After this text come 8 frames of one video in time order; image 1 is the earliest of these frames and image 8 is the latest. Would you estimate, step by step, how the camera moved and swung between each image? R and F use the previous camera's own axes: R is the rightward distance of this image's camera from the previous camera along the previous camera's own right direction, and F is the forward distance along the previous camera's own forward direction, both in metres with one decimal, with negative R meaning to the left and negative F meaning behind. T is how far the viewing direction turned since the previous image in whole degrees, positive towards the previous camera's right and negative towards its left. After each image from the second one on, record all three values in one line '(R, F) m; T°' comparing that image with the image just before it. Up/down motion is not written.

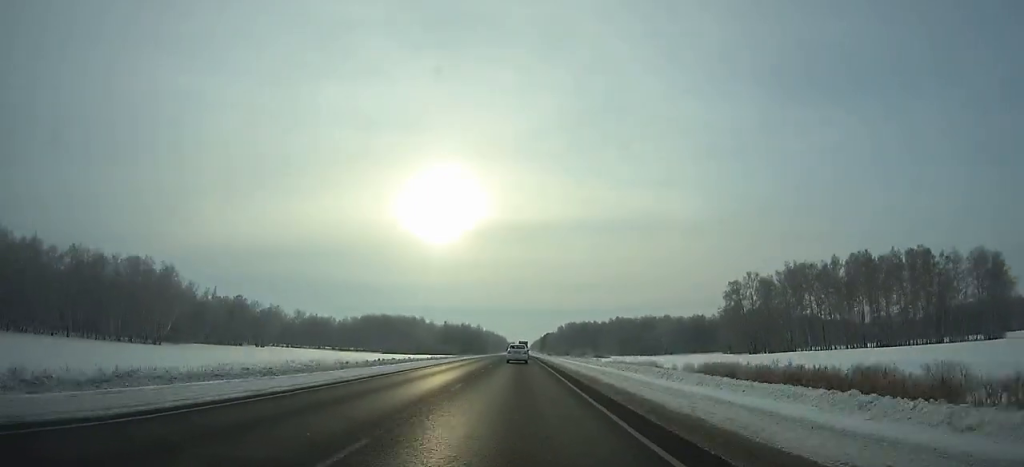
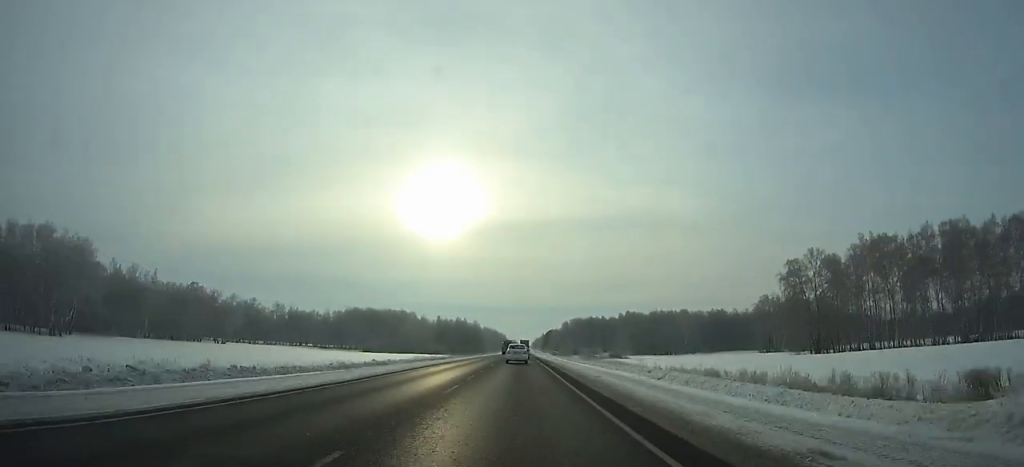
(0.0, +36.8) m; 0°
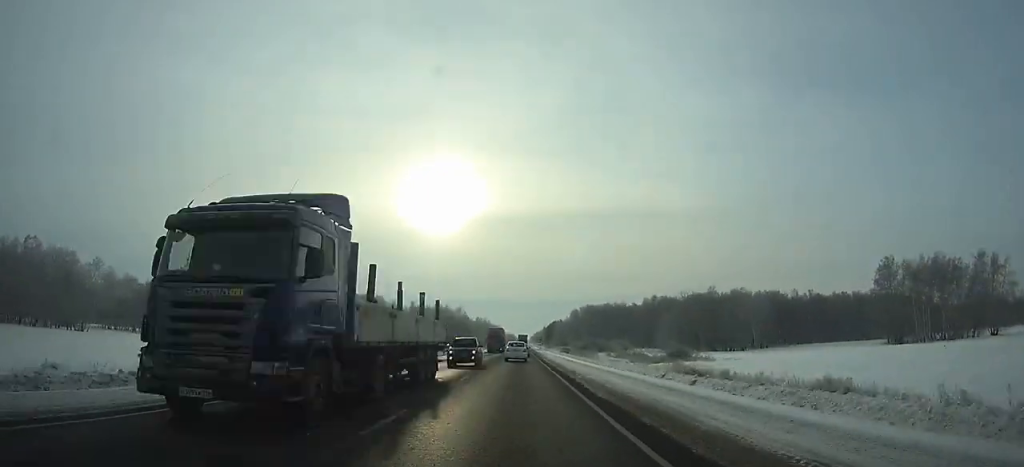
(-0.1, +78.9) m; 0°
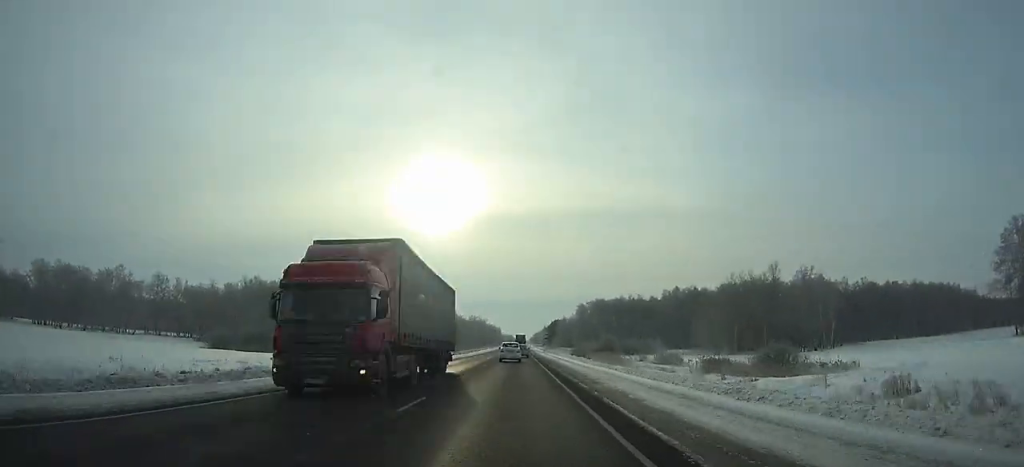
(0.0, +44.7) m; 0°
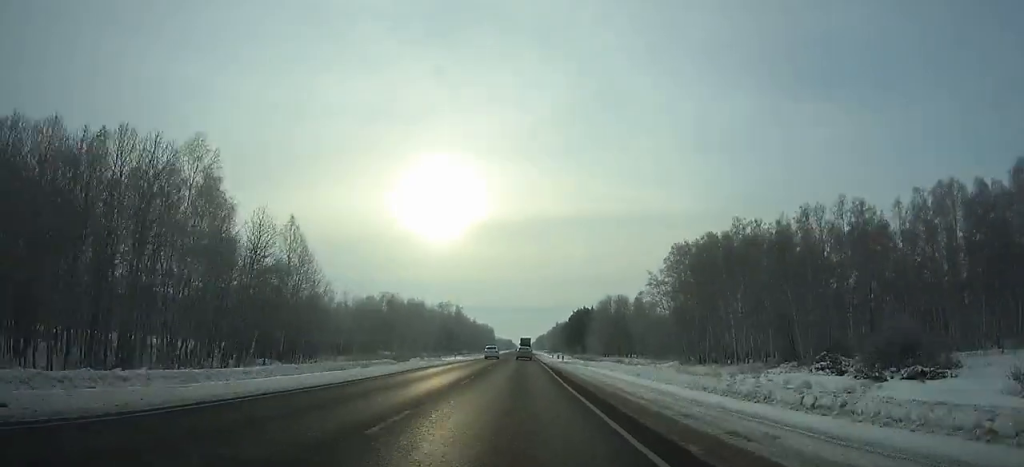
(+1.0, +170.7) m; +1°
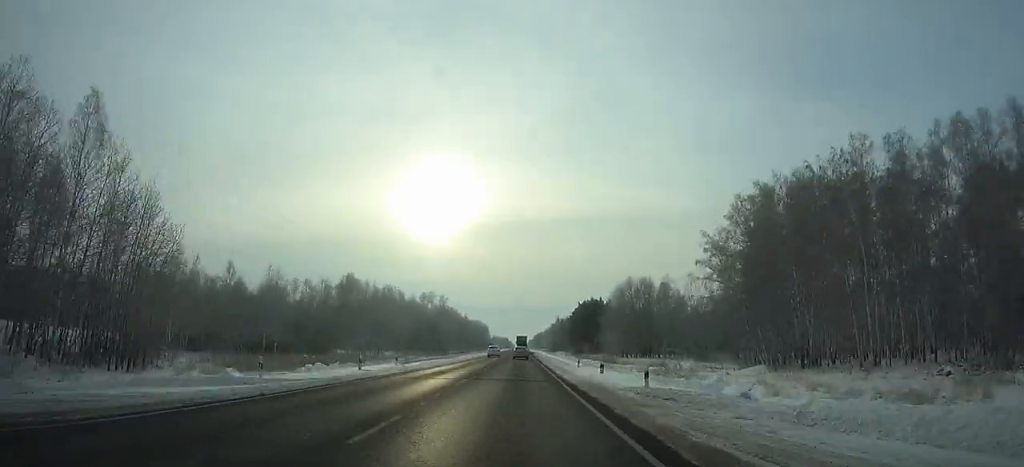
(0.0, +37.0) m; 0°
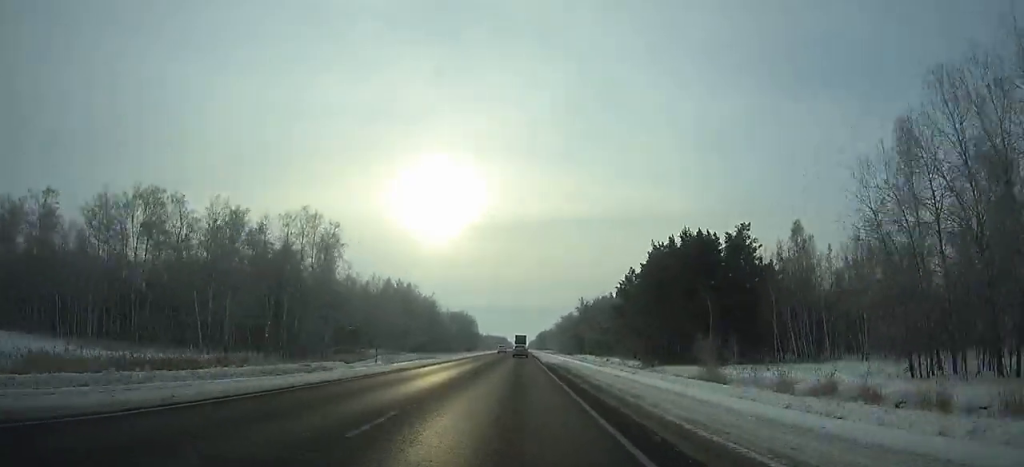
(-0.2, +120.5) m; 0°
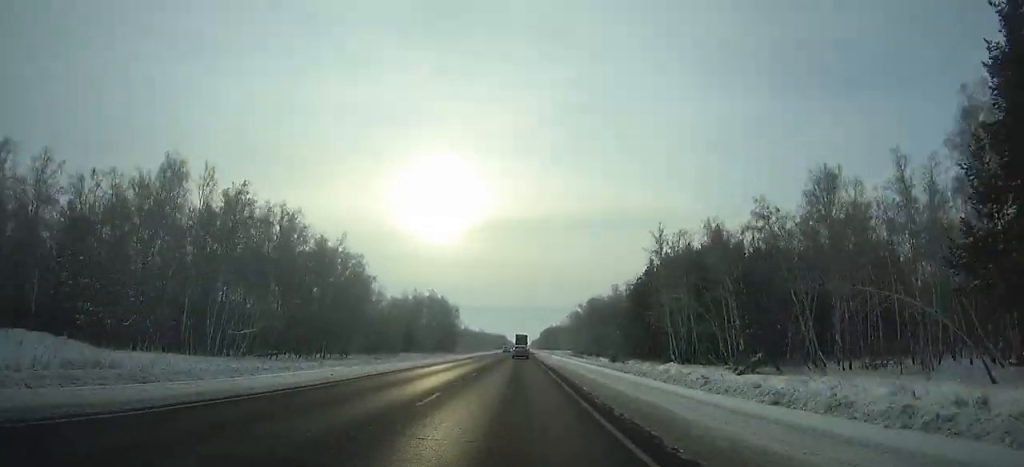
(-0.1, +103.2) m; 0°
